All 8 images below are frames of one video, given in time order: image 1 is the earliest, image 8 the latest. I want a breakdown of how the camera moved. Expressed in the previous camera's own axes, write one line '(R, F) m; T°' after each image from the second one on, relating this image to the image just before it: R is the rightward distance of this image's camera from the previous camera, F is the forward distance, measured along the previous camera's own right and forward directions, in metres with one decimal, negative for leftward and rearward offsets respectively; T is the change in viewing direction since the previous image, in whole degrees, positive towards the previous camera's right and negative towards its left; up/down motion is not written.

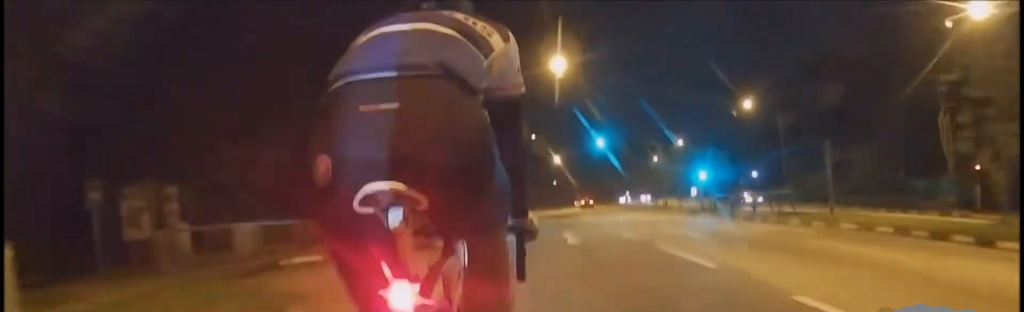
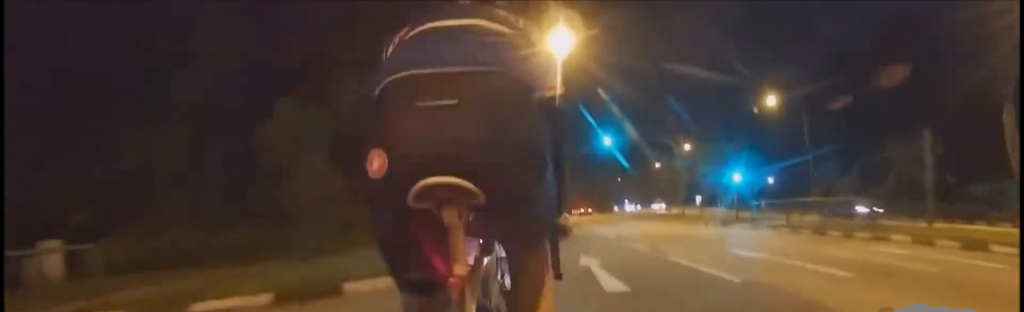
(-0.7, +6.6) m; 0°
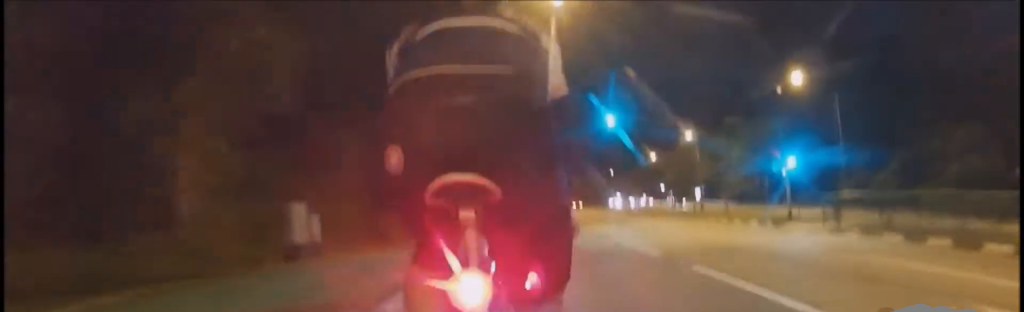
(0.0, +7.6) m; +1°
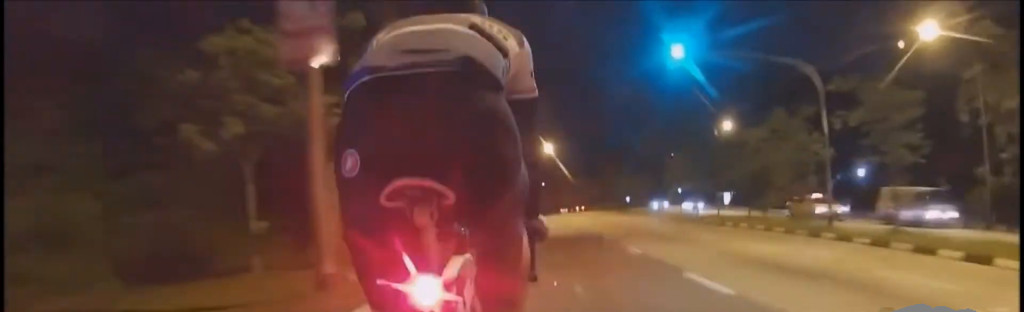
(-0.4, +17.1) m; -1°
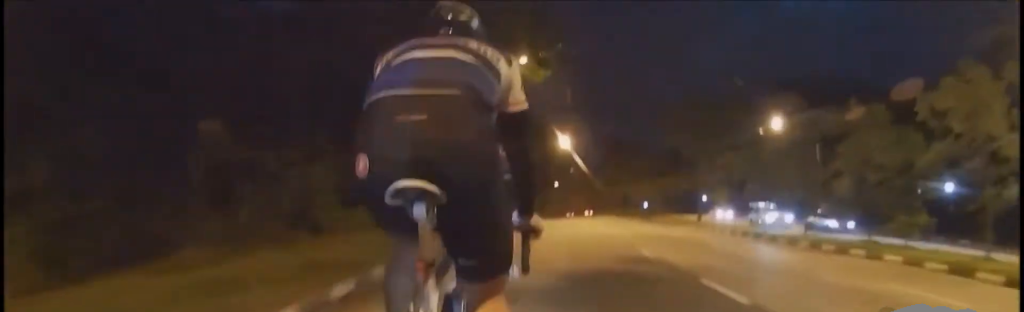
(+1.0, +11.2) m; -1°
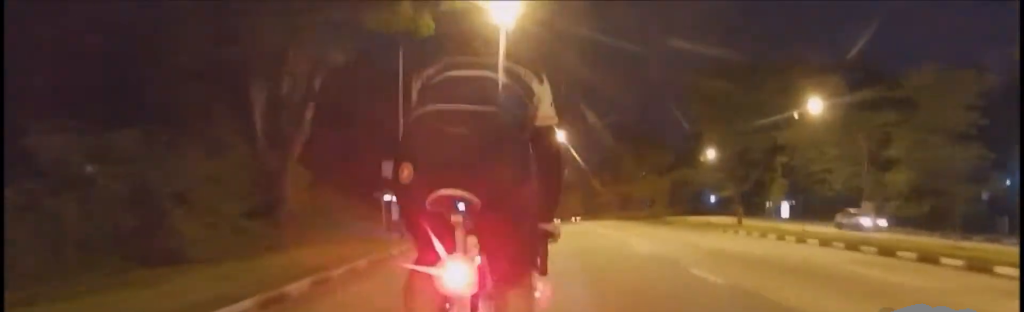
(-0.9, +10.6) m; 0°
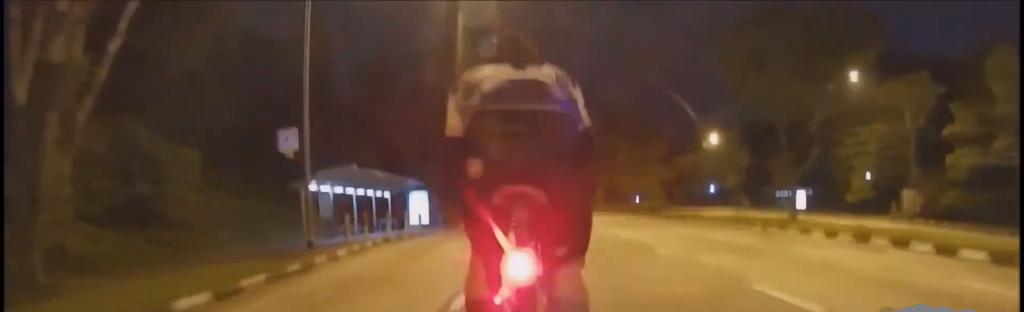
(+0.9, +9.2) m; 0°
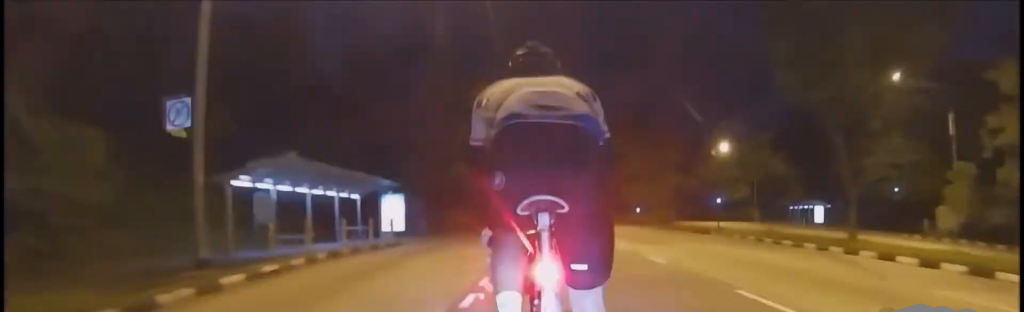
(-0.5, +5.3) m; -4°
